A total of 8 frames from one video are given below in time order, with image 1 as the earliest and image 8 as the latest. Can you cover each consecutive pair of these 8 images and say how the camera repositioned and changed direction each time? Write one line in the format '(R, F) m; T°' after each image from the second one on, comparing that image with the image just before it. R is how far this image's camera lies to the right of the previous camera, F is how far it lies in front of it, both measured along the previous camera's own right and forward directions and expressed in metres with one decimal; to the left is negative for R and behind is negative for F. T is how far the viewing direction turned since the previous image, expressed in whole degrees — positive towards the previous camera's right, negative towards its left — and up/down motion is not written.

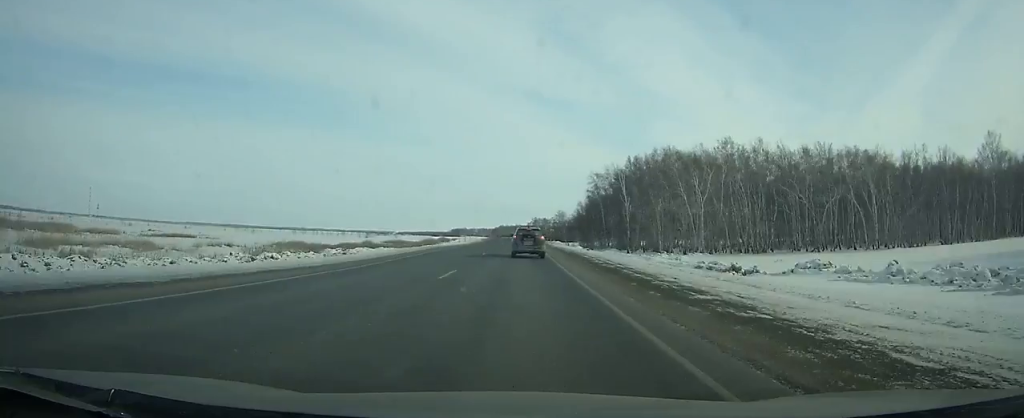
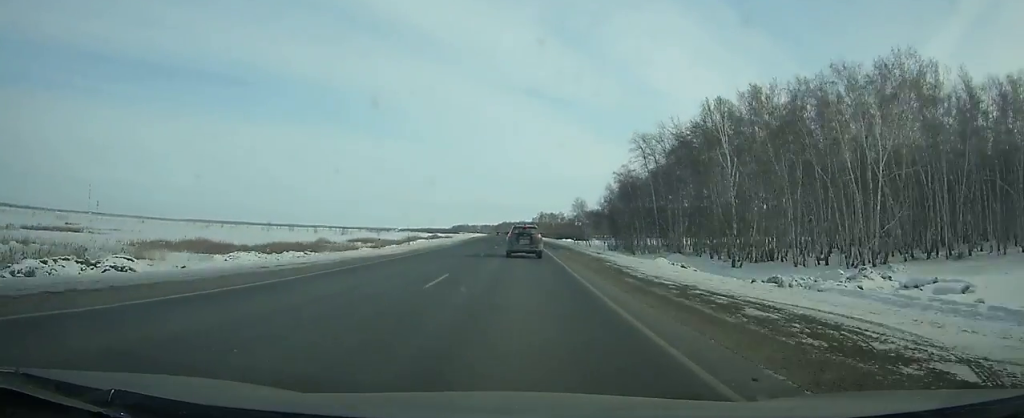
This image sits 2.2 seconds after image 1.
(-0.4, +50.6) m; -1°
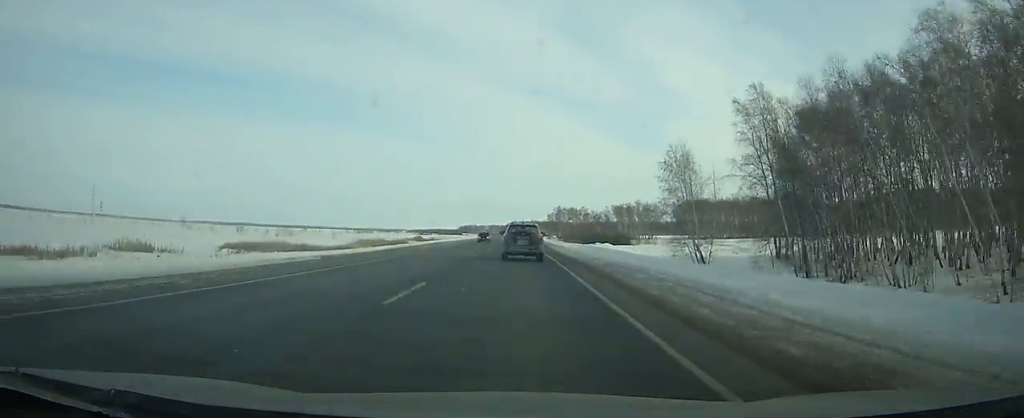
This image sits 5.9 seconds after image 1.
(-0.3, +83.2) m; 0°
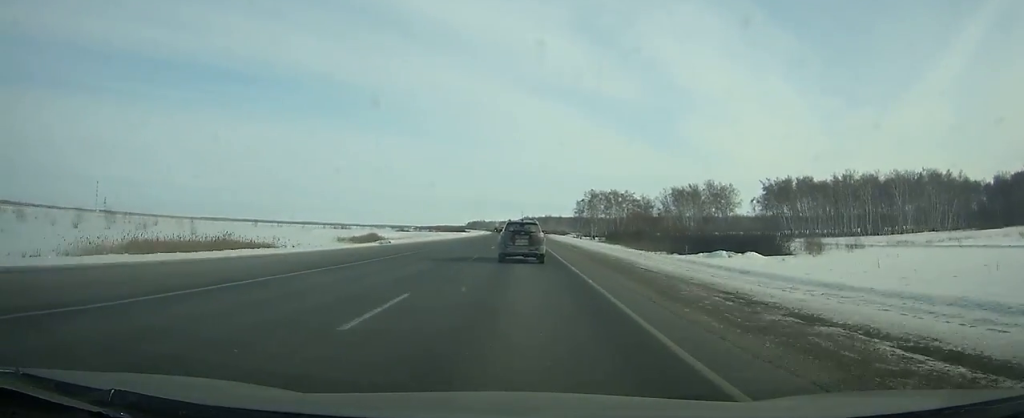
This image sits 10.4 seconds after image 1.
(-0.8, +98.0) m; -1°
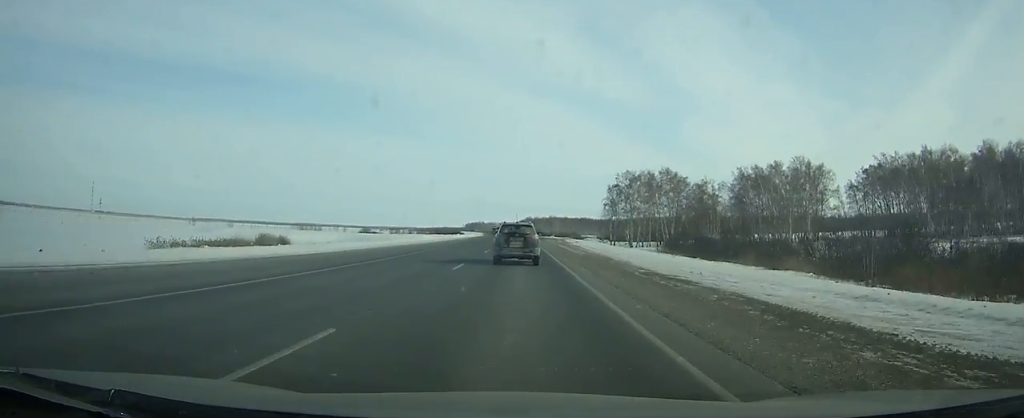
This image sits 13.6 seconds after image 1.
(-0.1, +68.0) m; 0°
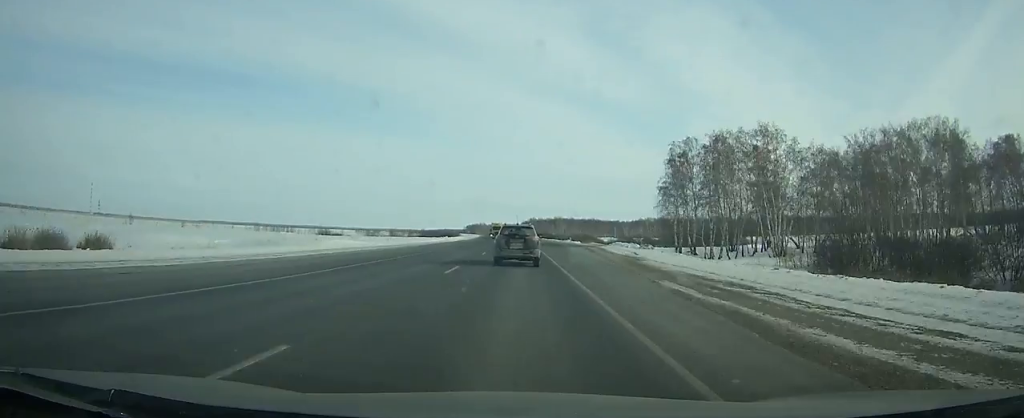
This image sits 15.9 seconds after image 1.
(+0.1, +48.7) m; 0°
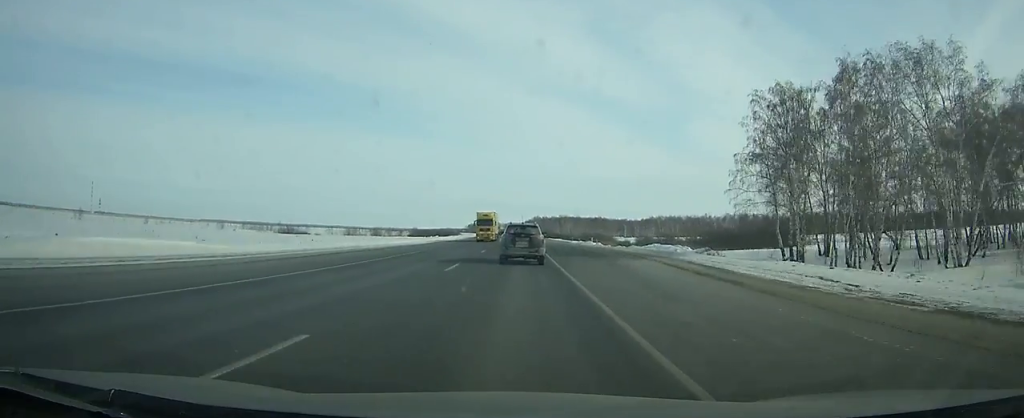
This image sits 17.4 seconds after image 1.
(-0.1, +32.0) m; 0°
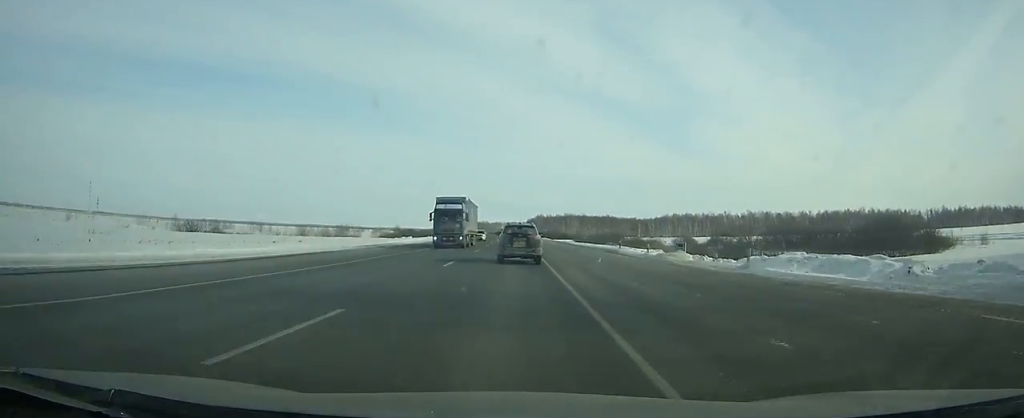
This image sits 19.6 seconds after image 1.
(-0.1, +47.2) m; -1°
